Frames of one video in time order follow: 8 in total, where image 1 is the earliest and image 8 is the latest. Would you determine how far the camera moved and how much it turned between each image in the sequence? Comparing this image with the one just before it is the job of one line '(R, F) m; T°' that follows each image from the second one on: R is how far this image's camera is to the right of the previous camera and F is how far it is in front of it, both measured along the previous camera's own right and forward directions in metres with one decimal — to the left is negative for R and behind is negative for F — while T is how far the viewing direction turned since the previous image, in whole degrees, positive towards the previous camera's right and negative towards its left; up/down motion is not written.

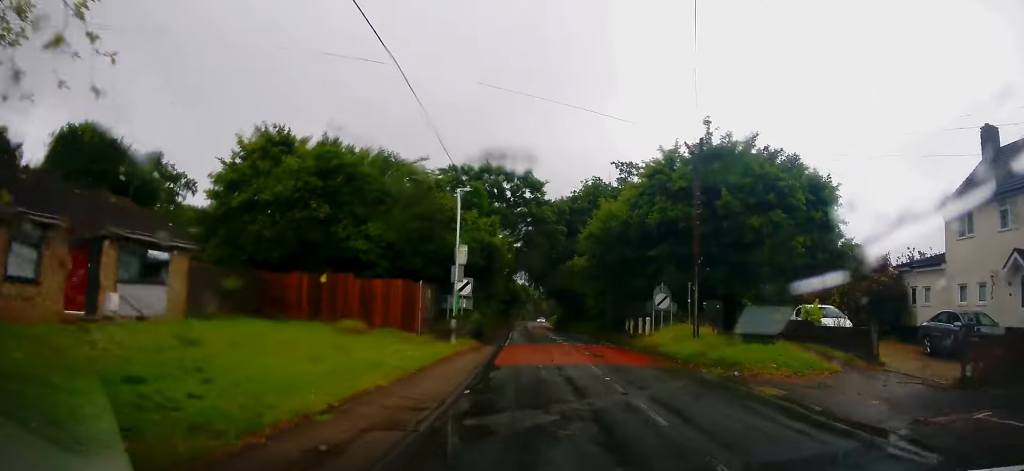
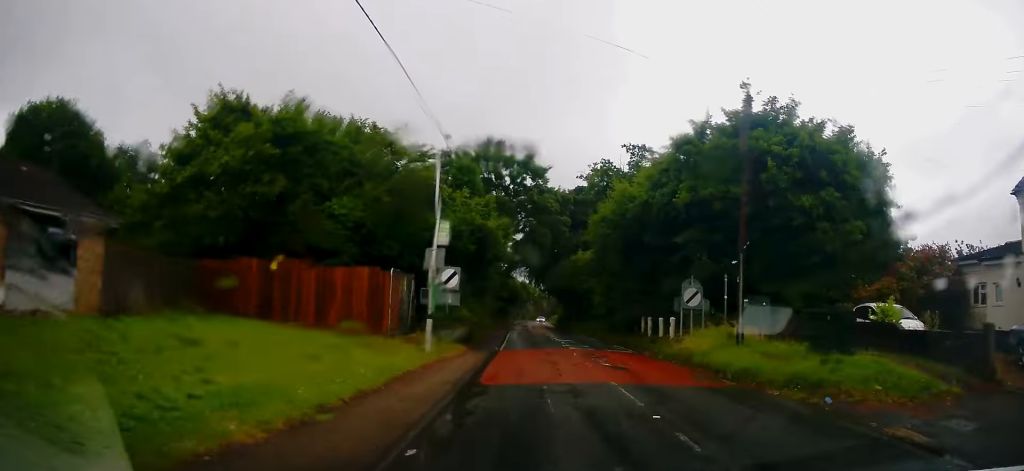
(-0.1, +4.5) m; +1°
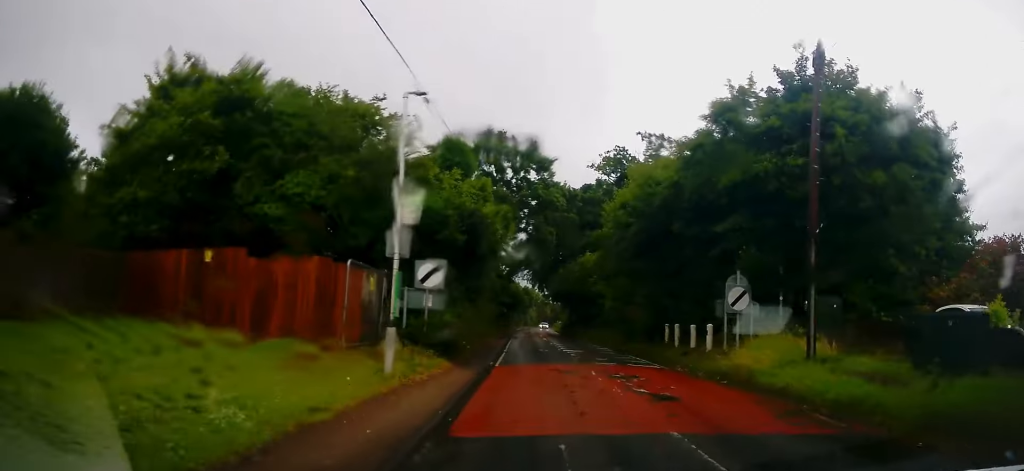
(+0.1, +4.3) m; +2°
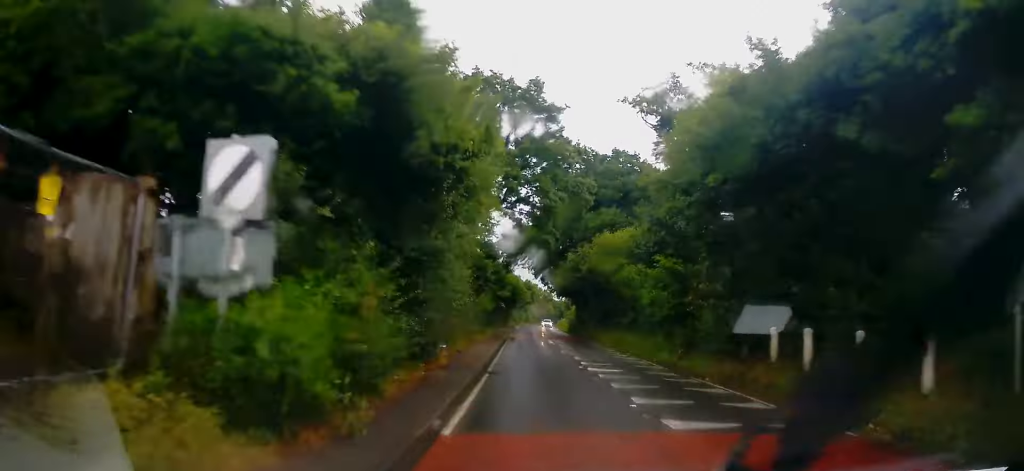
(+0.3, +10.4) m; +1°
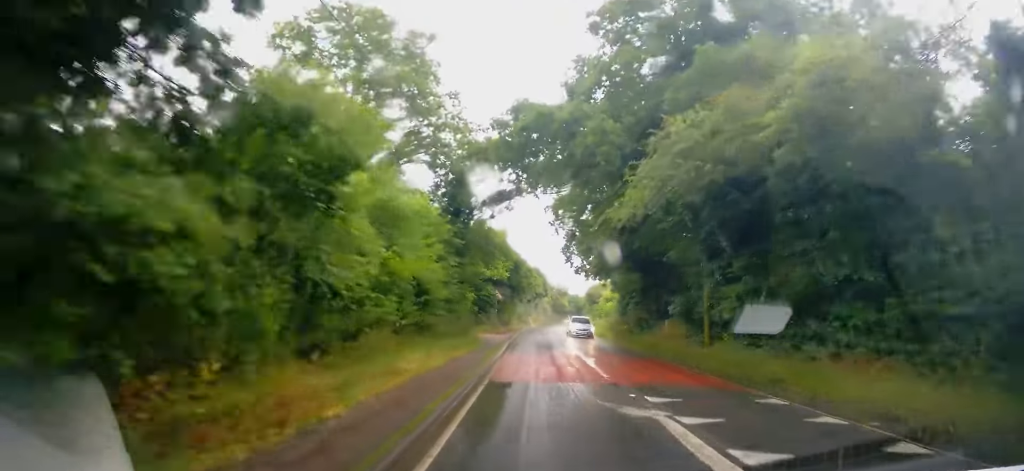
(-1.6, +28.6) m; -3°
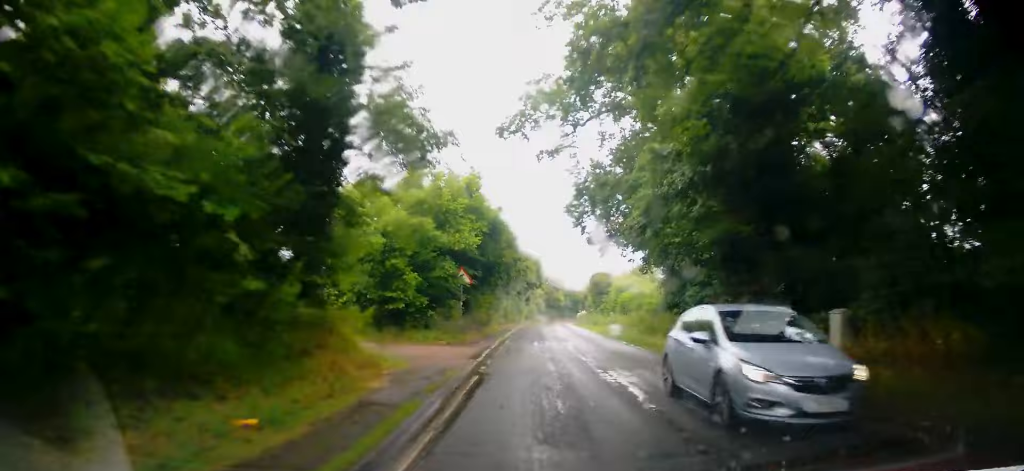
(+0.8, +16.9) m; -1°
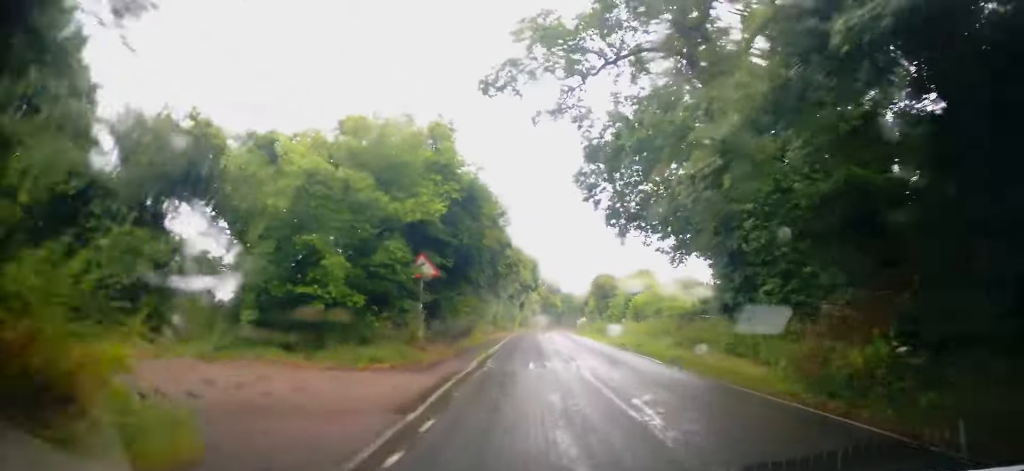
(-0.6, +8.4) m; 0°
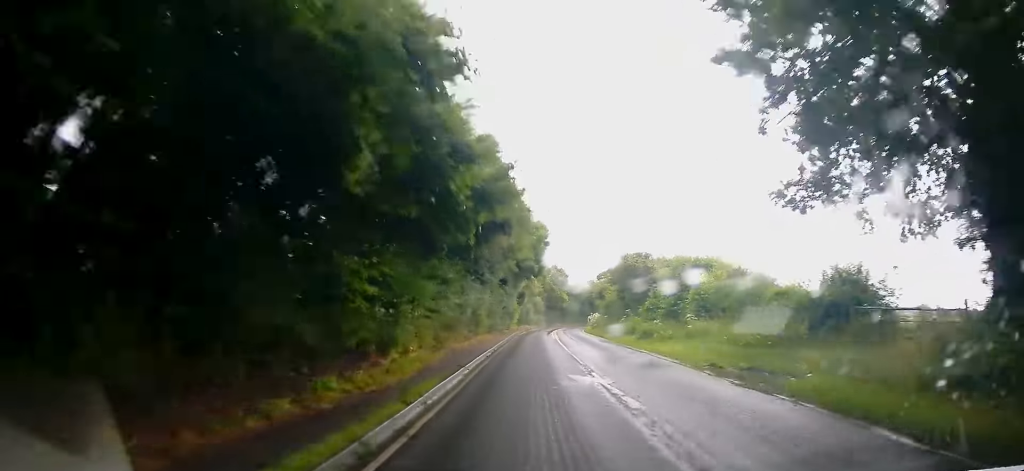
(0.0, +15.7) m; +1°
